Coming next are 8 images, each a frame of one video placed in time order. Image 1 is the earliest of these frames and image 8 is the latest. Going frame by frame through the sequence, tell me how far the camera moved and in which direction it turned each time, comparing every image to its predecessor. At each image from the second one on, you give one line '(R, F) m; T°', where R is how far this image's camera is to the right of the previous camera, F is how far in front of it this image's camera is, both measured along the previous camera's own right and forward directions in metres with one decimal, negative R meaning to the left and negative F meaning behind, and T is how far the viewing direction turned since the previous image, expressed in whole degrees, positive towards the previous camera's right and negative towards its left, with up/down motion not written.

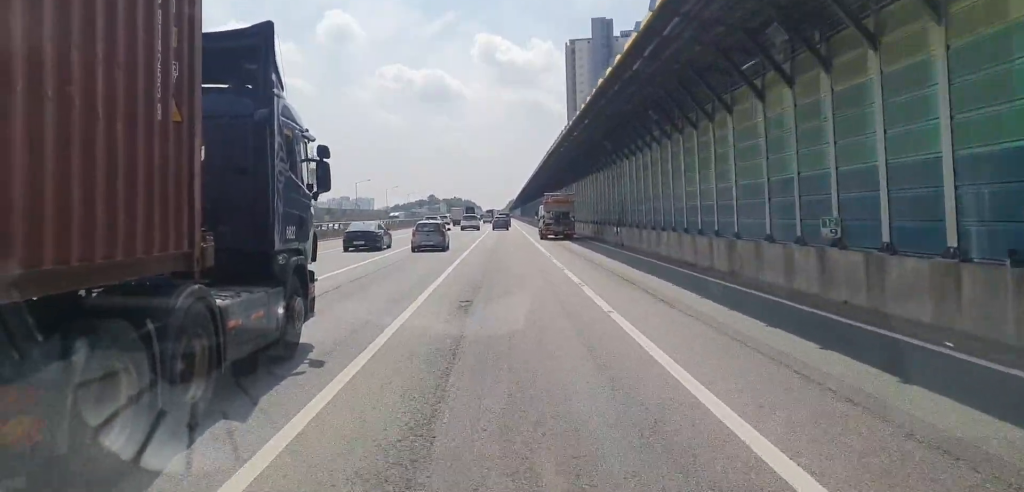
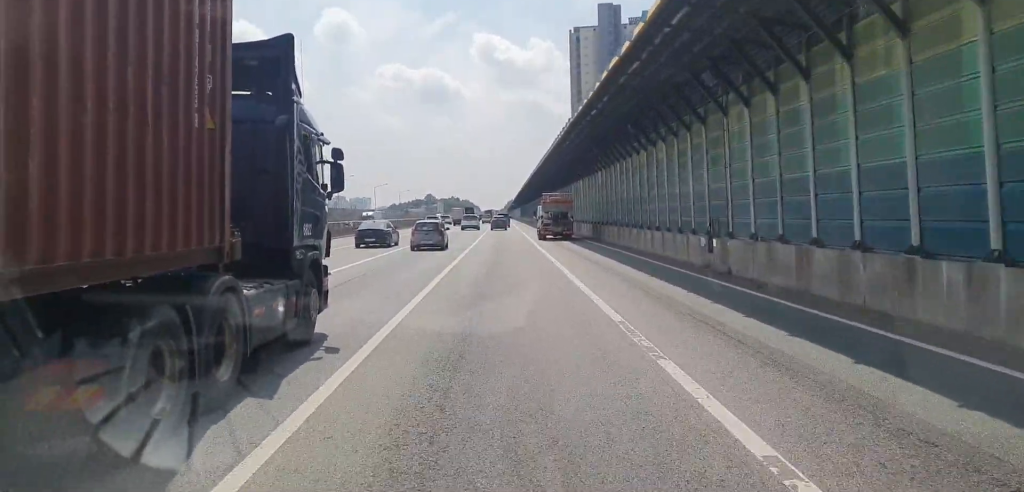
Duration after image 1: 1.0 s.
(0.0, +19.9) m; +1°
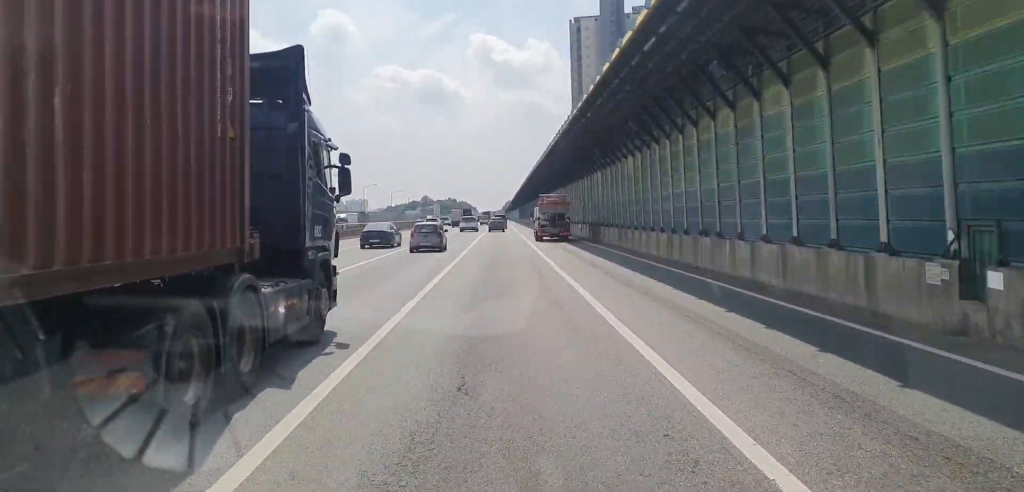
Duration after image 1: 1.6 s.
(+0.2, +13.6) m; 0°
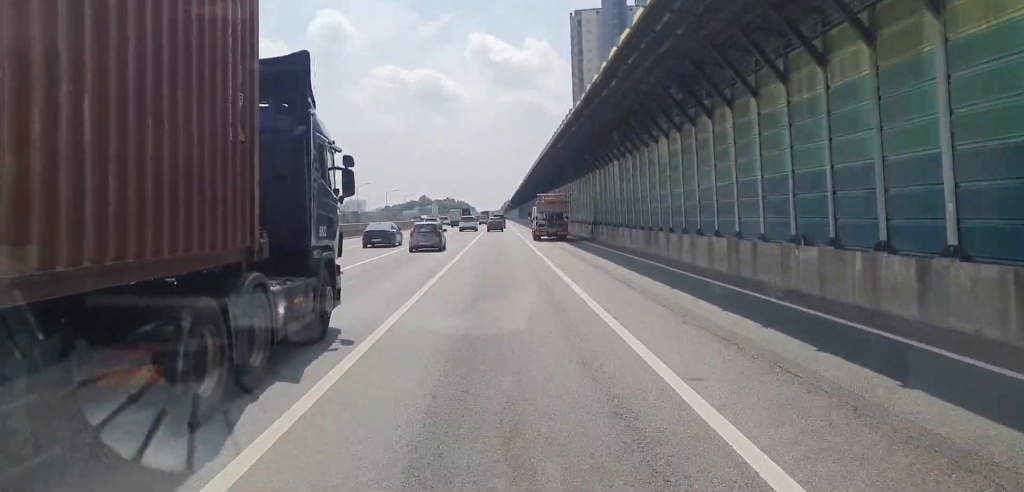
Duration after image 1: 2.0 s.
(+0.2, +8.1) m; 0°
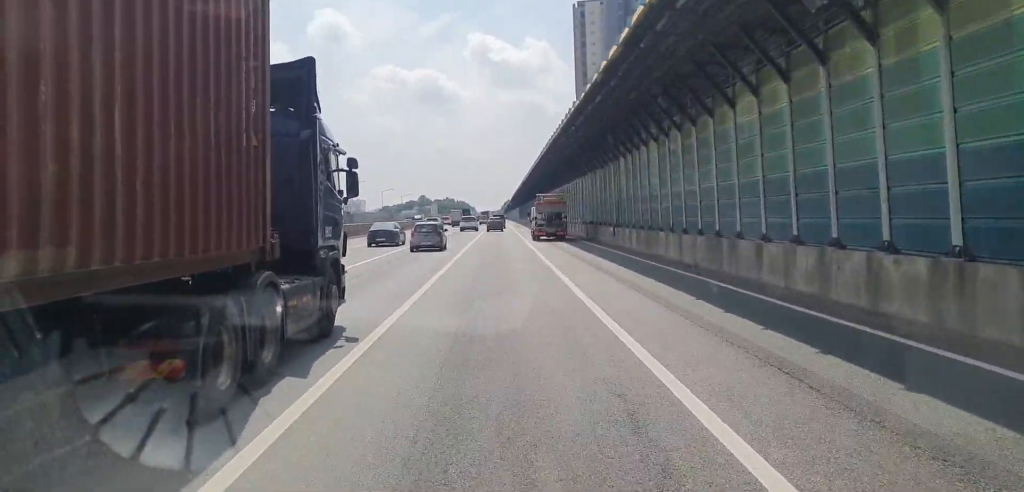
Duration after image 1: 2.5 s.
(0.0, +10.2) m; 0°
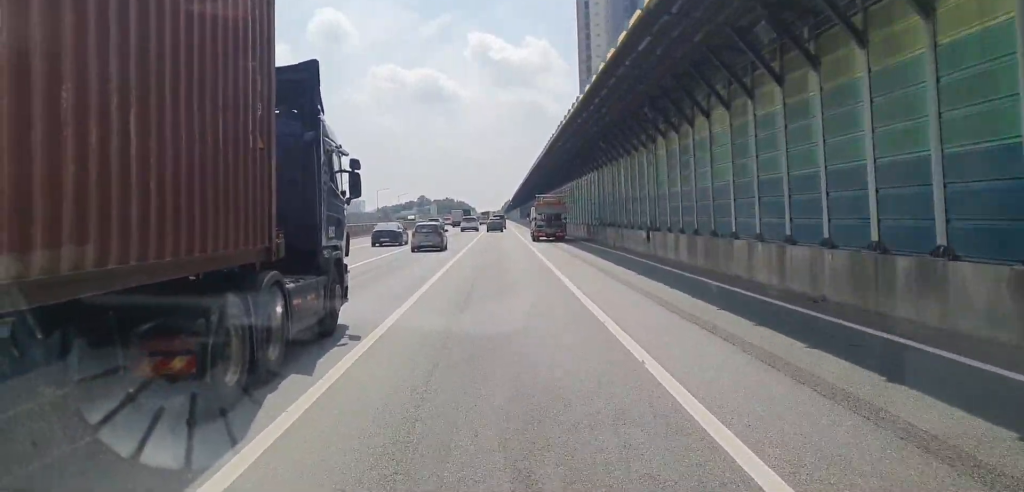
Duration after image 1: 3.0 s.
(-0.2, +9.5) m; 0°
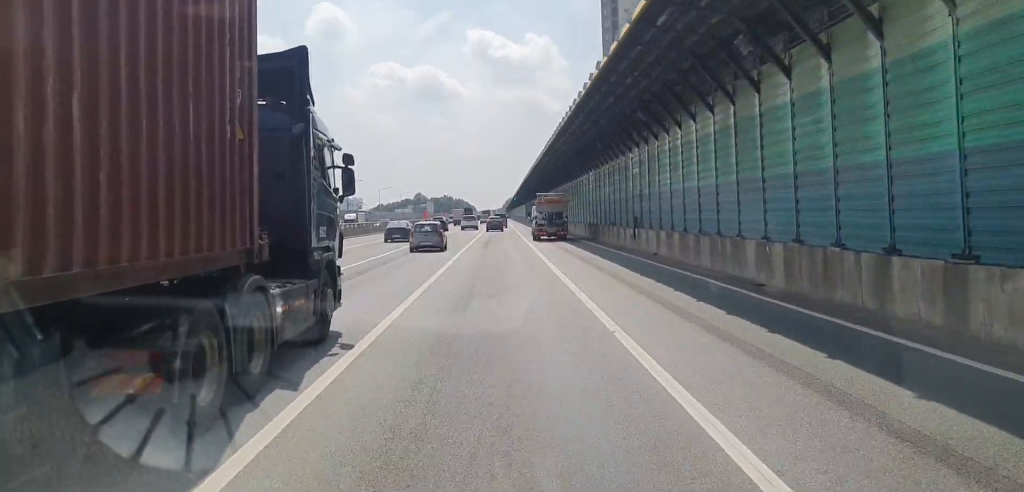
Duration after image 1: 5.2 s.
(+0.3, +46.1) m; 0°
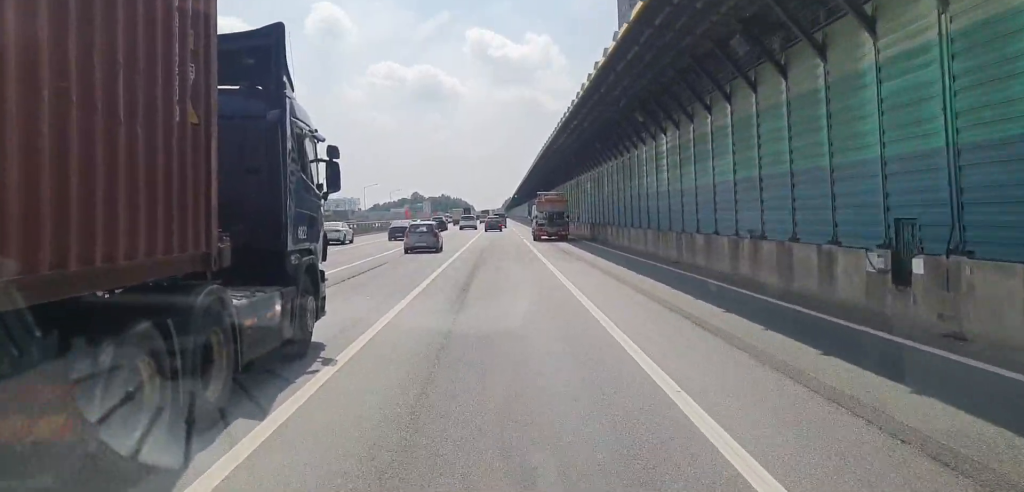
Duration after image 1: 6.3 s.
(0.0, +23.9) m; -1°
